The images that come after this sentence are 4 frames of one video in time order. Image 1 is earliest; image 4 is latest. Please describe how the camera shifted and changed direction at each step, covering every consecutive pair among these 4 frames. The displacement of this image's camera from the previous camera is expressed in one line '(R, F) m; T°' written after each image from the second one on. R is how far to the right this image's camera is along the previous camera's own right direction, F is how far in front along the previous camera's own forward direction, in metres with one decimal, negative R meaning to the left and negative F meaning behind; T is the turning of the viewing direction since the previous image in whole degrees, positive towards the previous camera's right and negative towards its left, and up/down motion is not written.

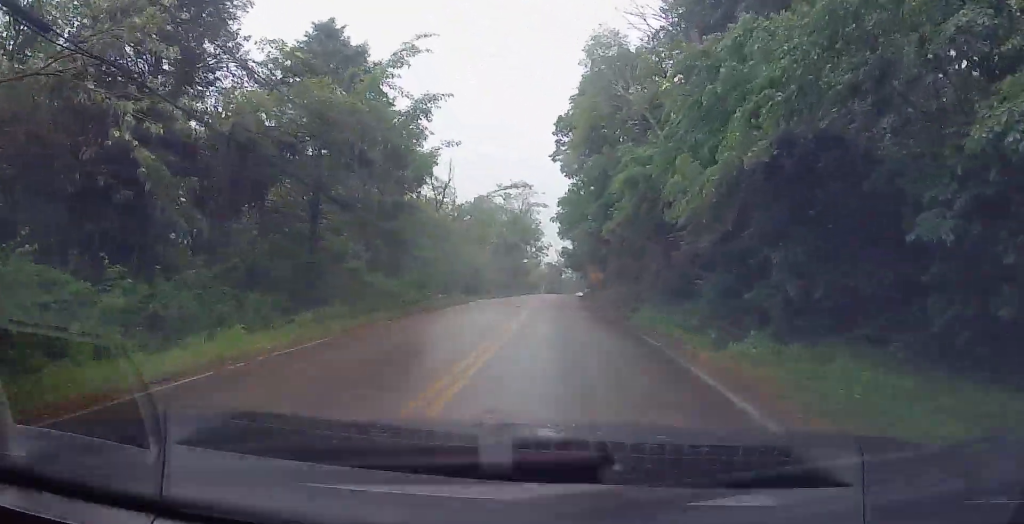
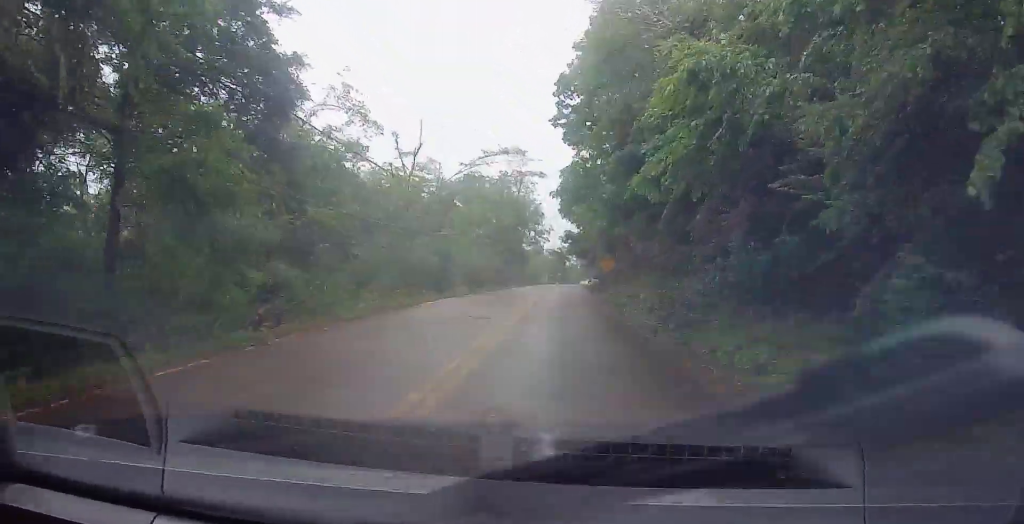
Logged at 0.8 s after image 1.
(-0.2, +10.7) m; -2°
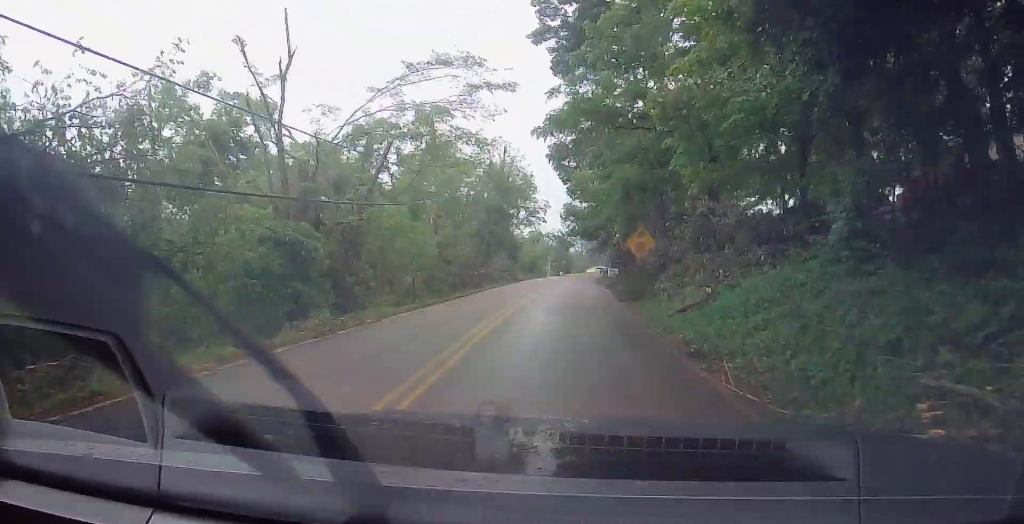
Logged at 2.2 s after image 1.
(+0.1, +18.5) m; +1°
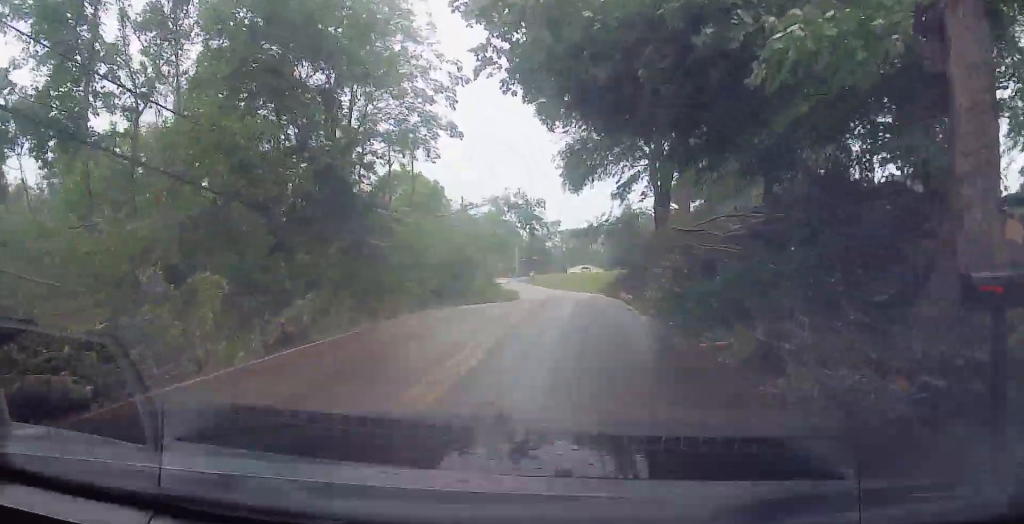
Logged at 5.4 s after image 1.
(-0.9, +44.0) m; -1°
